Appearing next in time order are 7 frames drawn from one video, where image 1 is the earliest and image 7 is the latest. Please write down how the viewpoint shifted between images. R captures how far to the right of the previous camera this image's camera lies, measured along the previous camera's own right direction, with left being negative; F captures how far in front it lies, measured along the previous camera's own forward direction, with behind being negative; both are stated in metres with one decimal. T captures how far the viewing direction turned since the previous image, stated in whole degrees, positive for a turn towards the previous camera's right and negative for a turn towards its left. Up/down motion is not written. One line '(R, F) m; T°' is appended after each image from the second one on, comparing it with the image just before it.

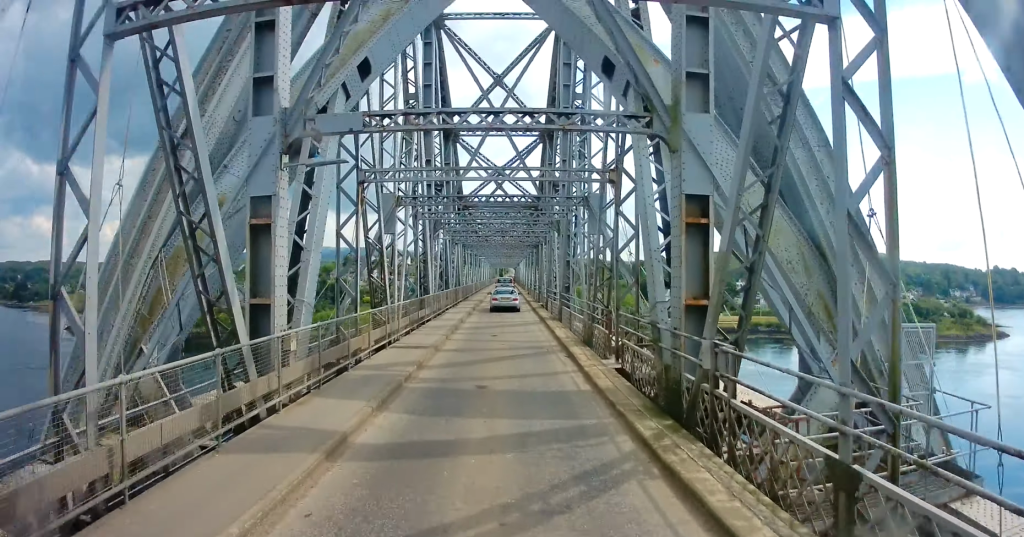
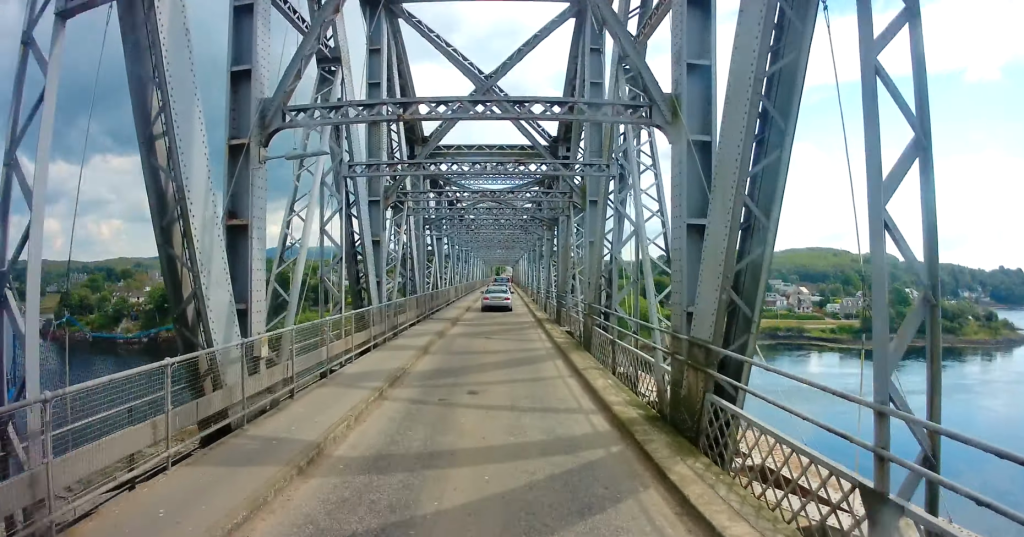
(-0.2, +18.6) m; -2°
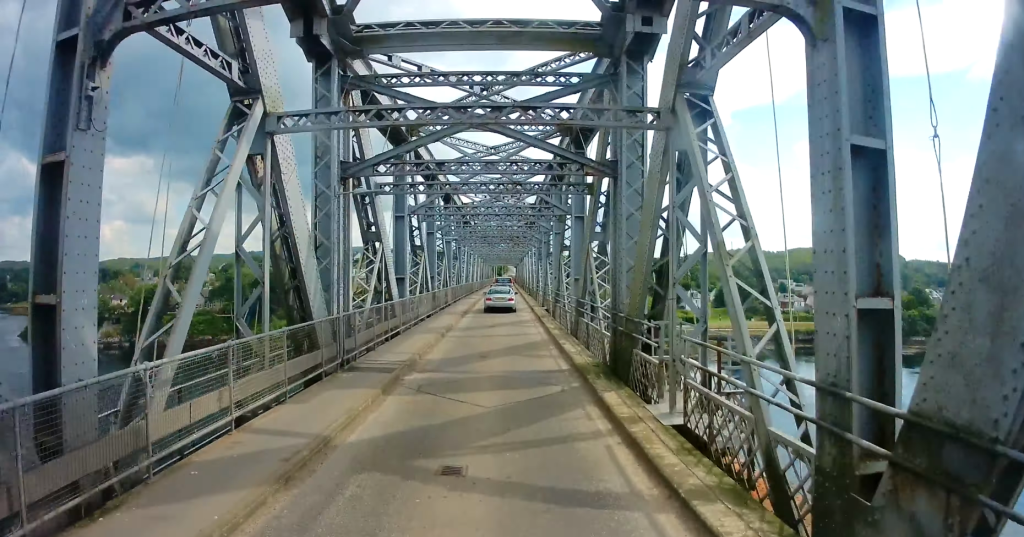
(-0.2, +12.6) m; -1°
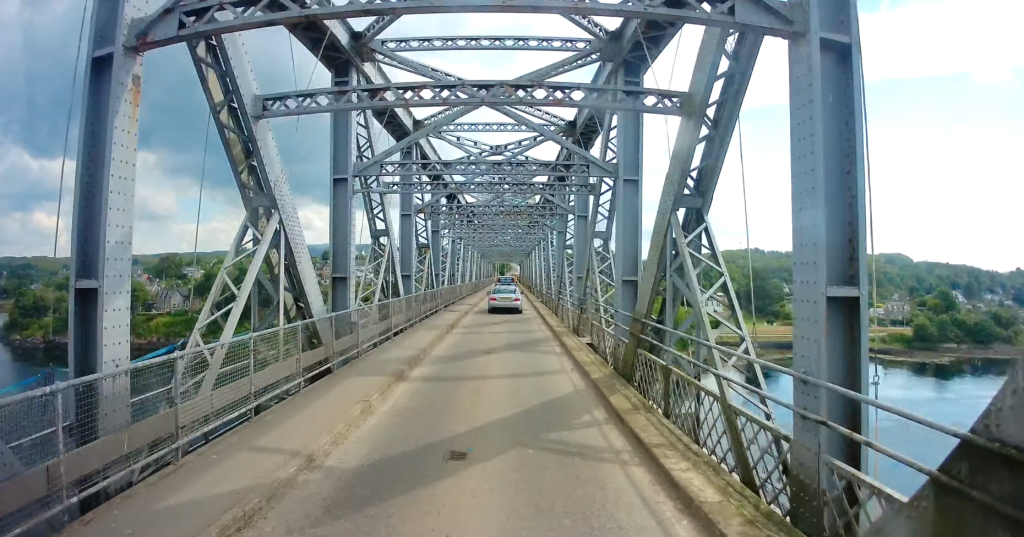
(-0.1, +16.0) m; 0°
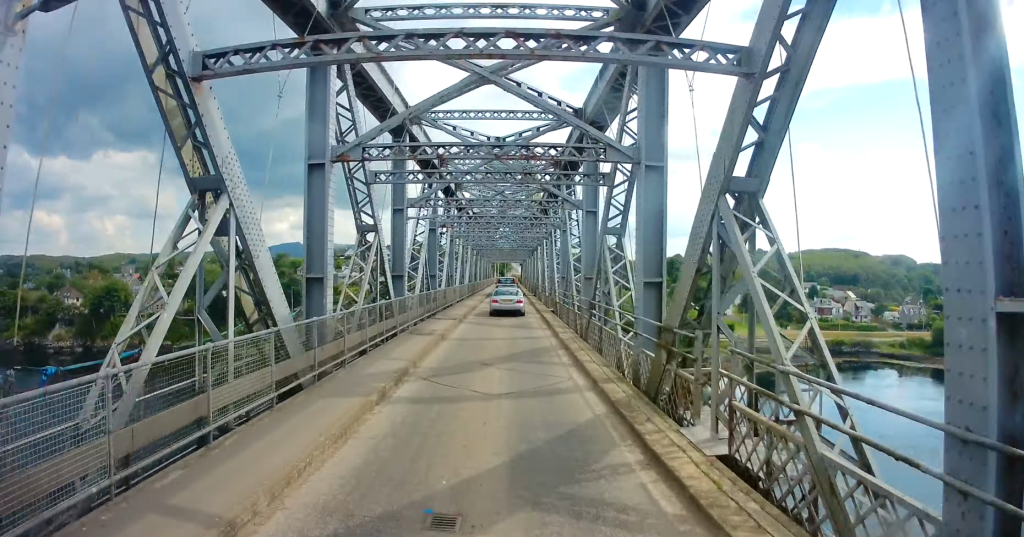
(+0.1, +10.5) m; +1°
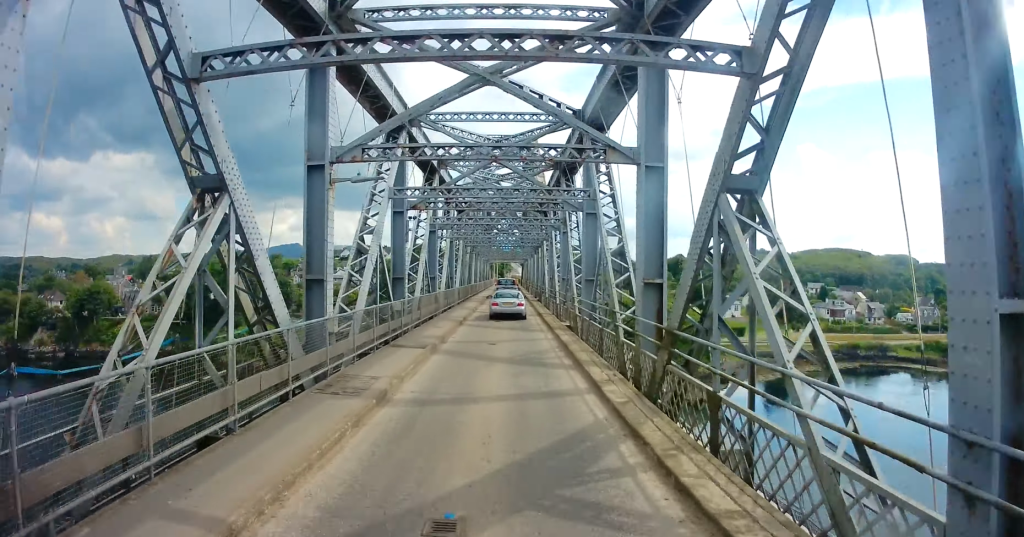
(+0.1, +8.9) m; +1°
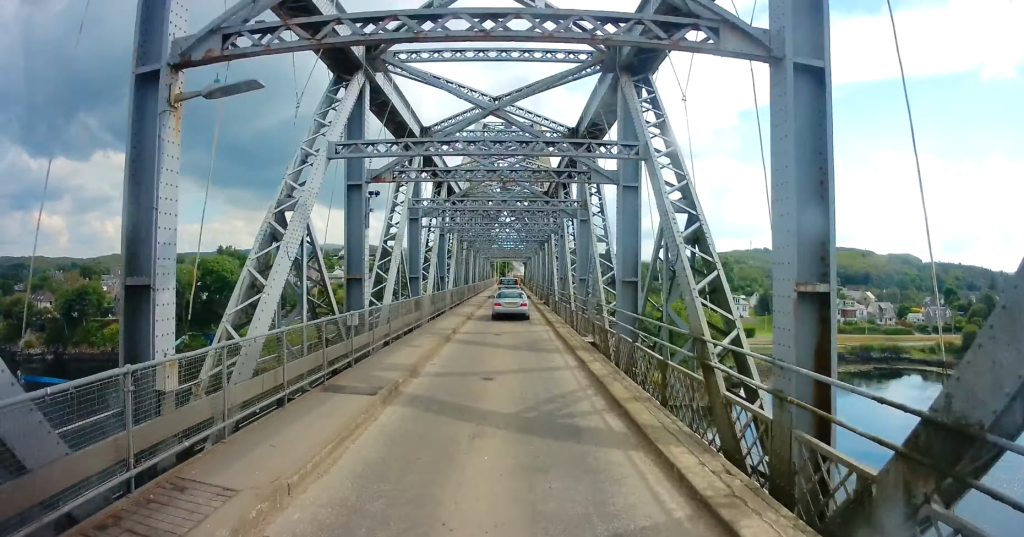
(0.0, +6.2) m; +1°
